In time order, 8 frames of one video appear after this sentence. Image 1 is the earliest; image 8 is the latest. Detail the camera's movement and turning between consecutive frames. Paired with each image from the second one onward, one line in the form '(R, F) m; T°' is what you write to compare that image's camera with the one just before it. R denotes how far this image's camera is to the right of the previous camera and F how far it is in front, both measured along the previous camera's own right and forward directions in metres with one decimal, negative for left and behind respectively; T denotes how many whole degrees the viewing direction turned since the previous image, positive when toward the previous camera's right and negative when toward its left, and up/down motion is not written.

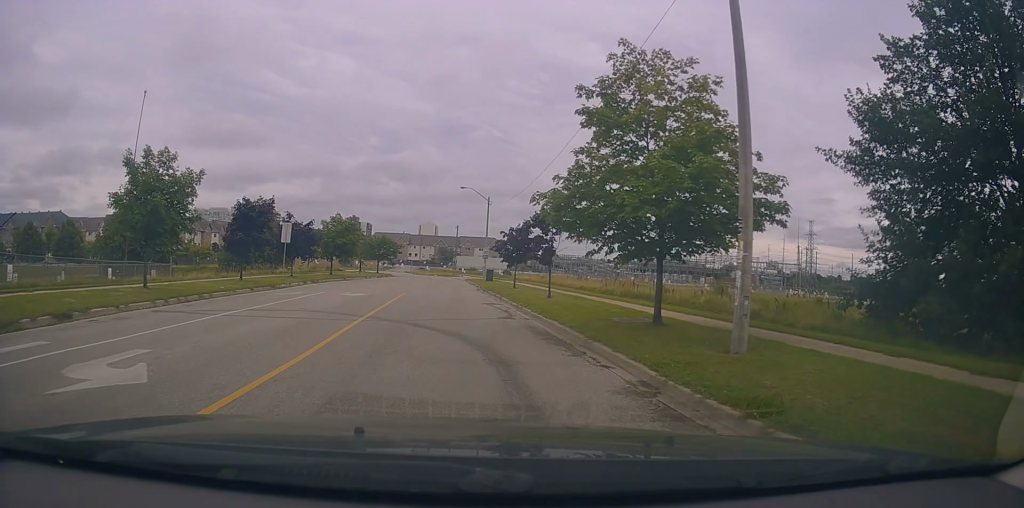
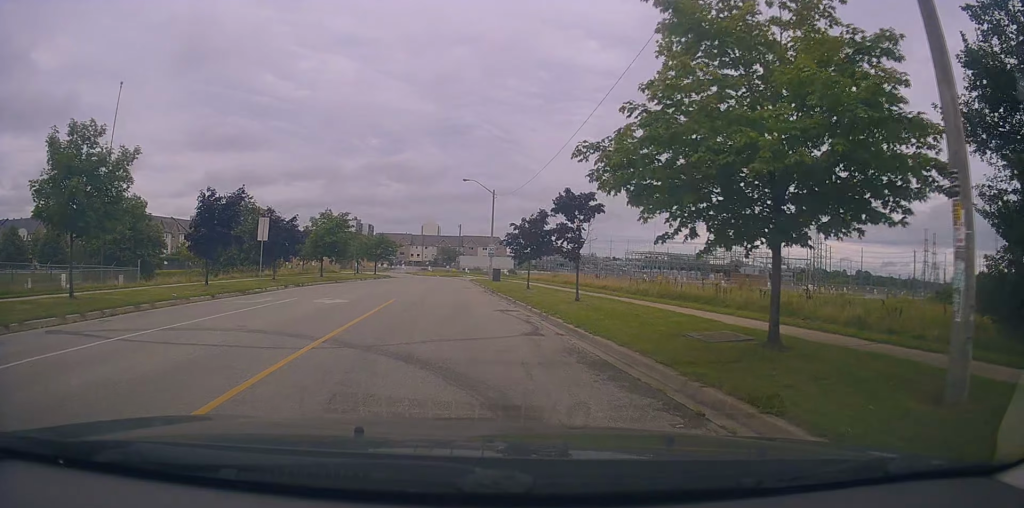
(-0.6, +4.2) m; -1°
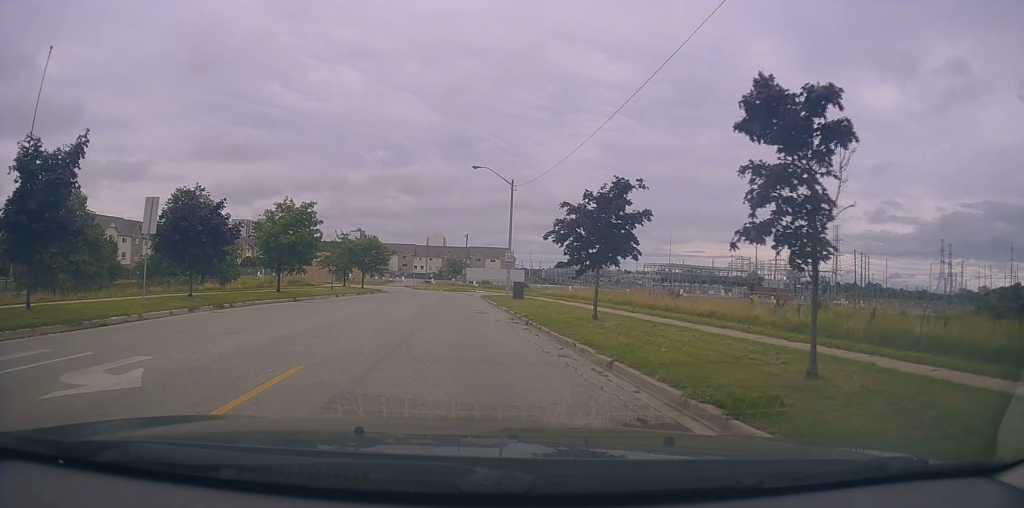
(+0.7, +12.4) m; -1°
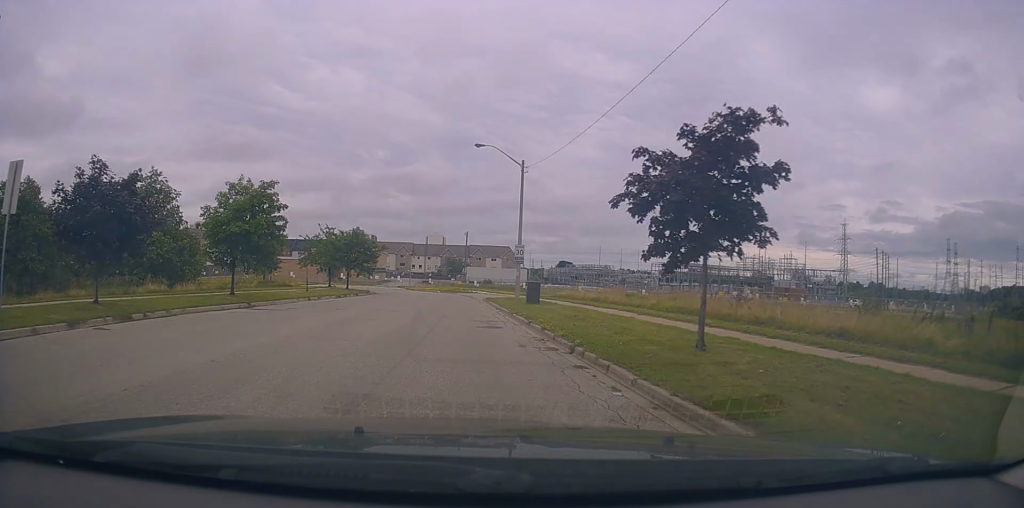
(-0.3, +6.9) m; -3°
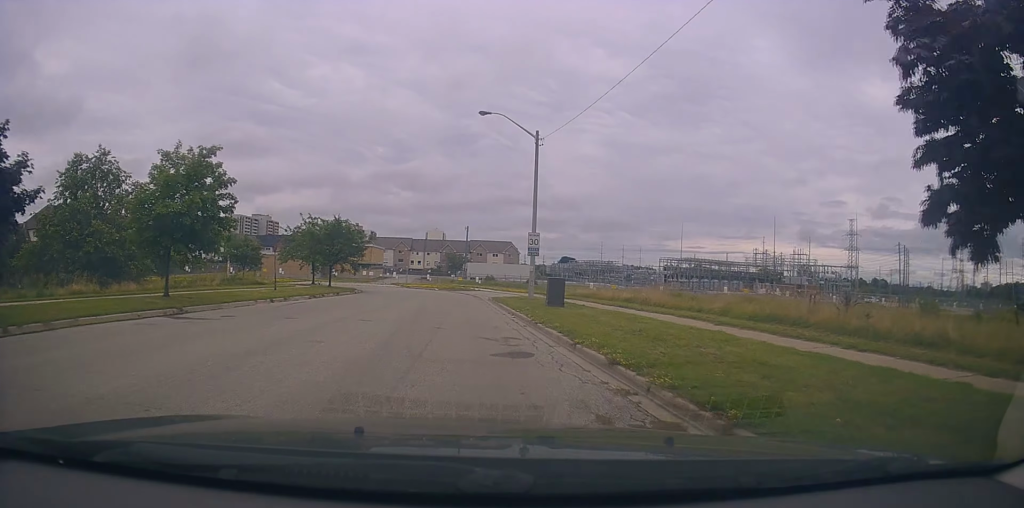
(-0.4, +6.3) m; +1°
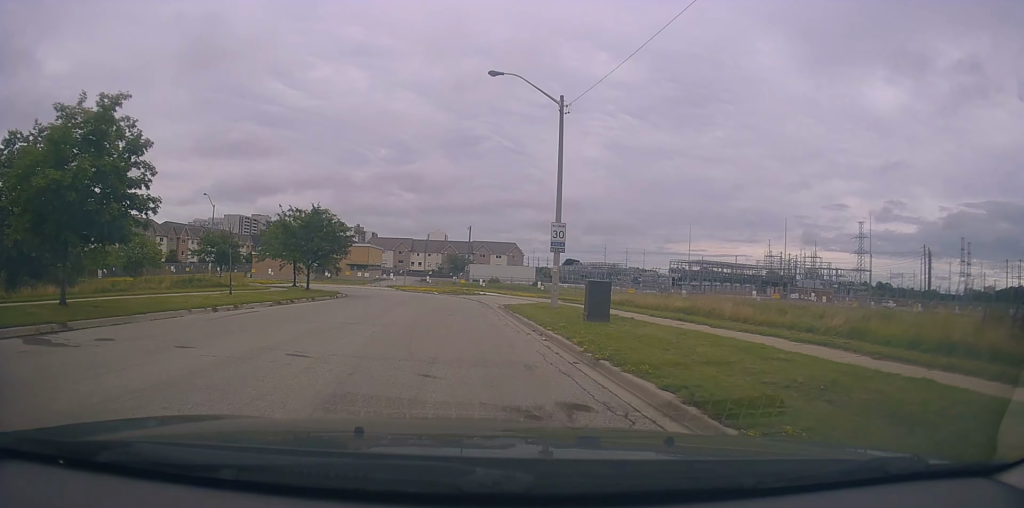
(+0.4, +6.5) m; -1°
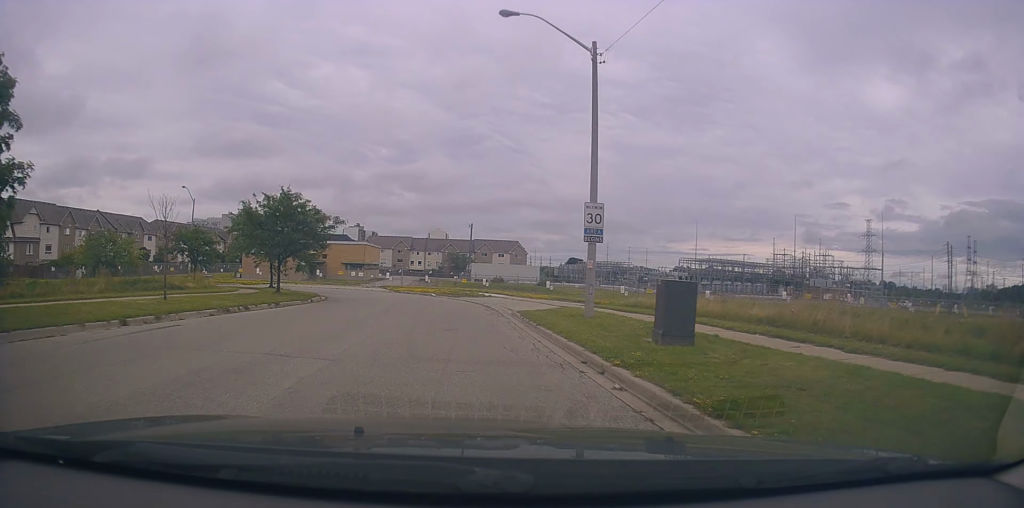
(+0.2, +5.8) m; -1°
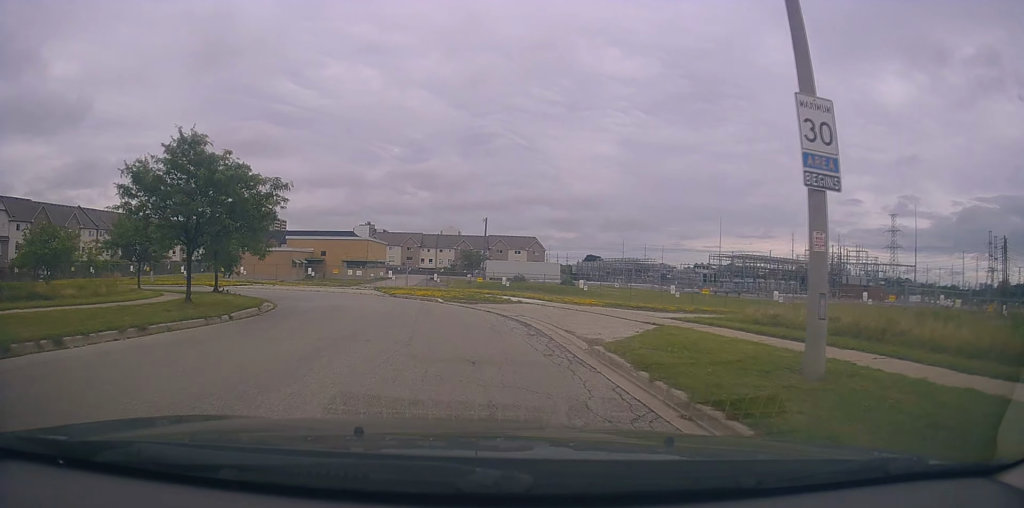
(-0.7, +11.0) m; -1°
